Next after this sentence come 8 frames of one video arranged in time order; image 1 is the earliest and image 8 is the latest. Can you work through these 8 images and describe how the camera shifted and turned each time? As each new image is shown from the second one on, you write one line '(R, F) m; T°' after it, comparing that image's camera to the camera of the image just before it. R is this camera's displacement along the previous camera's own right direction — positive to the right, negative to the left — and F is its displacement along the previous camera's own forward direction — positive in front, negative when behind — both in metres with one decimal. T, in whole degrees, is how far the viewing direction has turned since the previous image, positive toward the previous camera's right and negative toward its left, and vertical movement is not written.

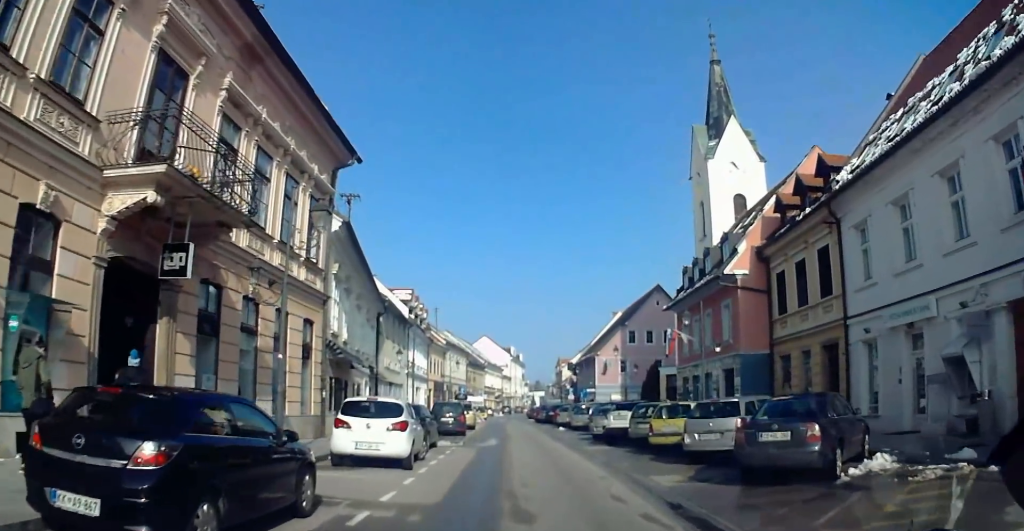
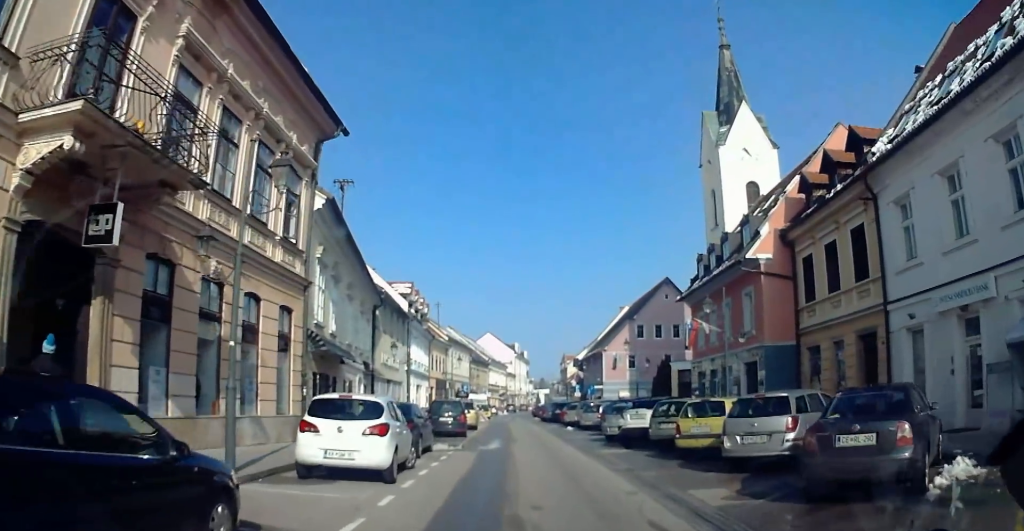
(0.0, +2.2) m; 0°
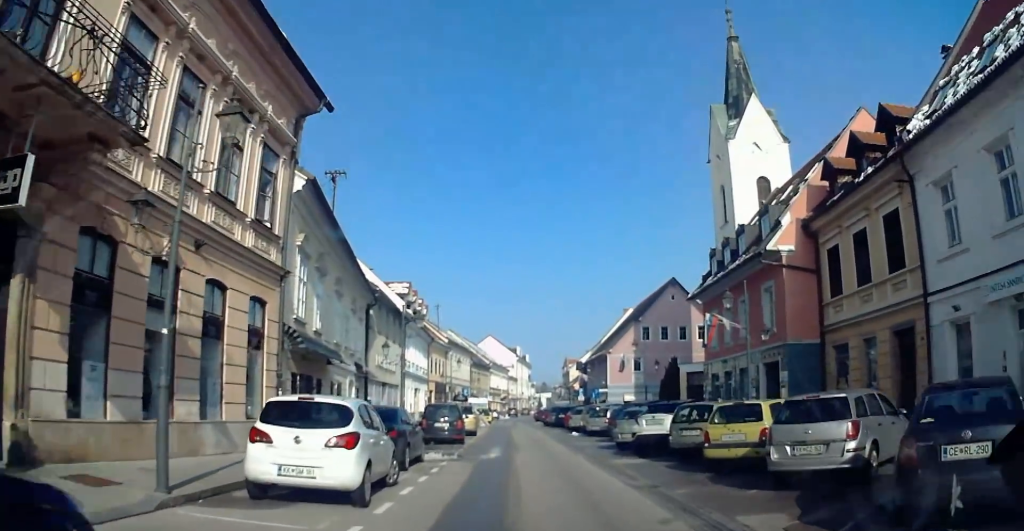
(0.0, +2.1) m; +1°
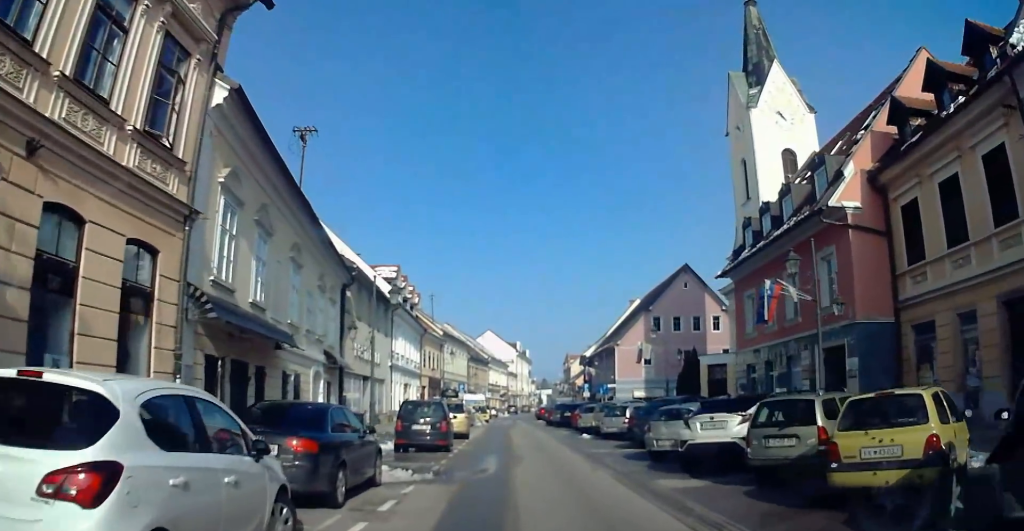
(+0.1, +5.2) m; +1°
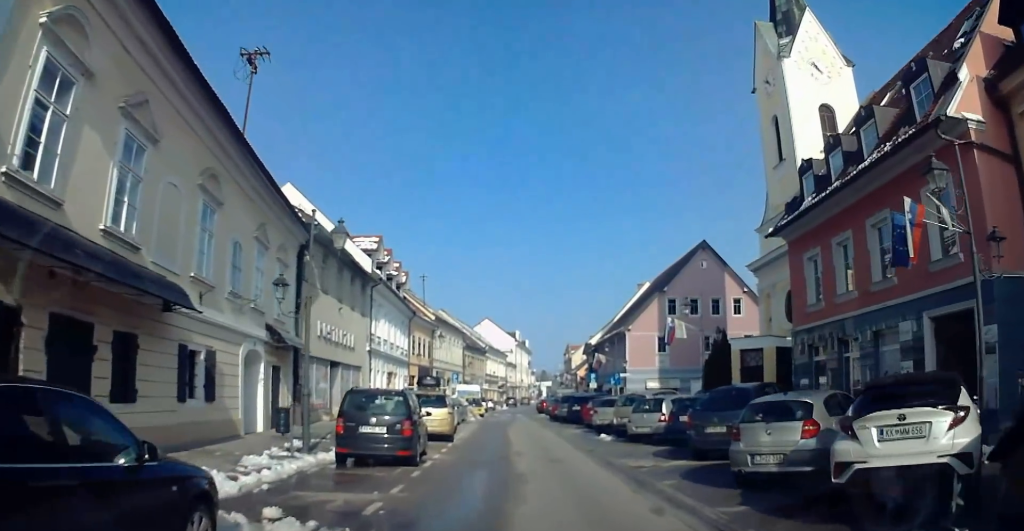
(0.0, +6.2) m; 0°
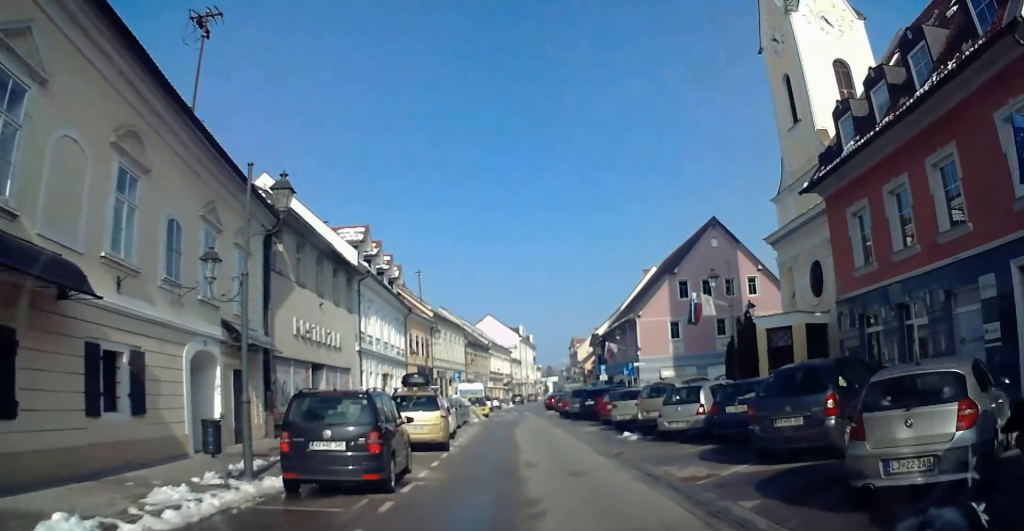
(0.0, +3.2) m; -1°
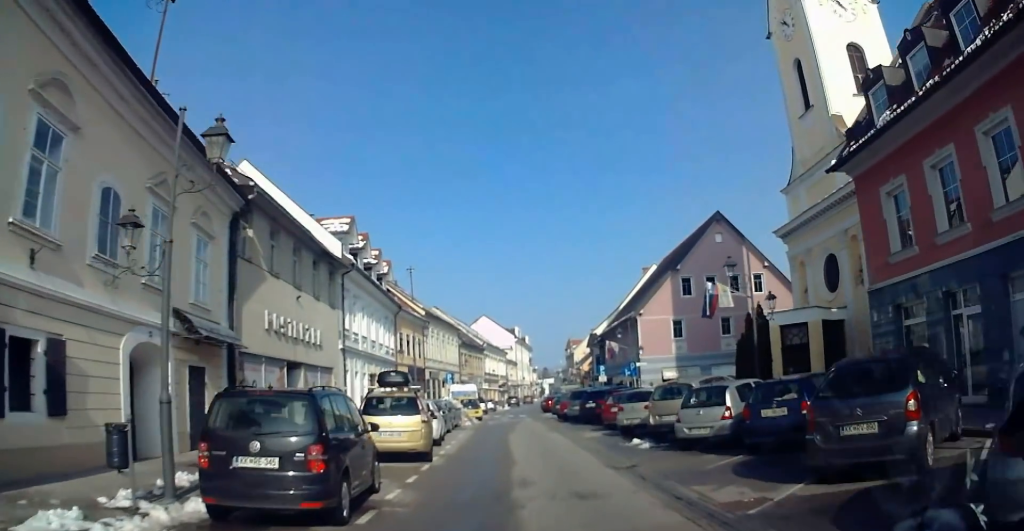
(0.0, +2.2) m; 0°
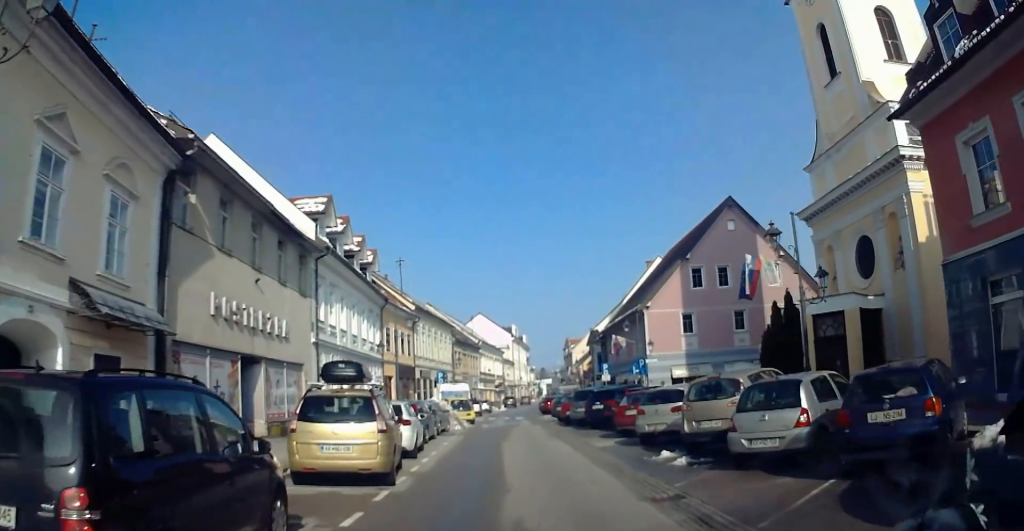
(0.0, +3.7) m; +1°
